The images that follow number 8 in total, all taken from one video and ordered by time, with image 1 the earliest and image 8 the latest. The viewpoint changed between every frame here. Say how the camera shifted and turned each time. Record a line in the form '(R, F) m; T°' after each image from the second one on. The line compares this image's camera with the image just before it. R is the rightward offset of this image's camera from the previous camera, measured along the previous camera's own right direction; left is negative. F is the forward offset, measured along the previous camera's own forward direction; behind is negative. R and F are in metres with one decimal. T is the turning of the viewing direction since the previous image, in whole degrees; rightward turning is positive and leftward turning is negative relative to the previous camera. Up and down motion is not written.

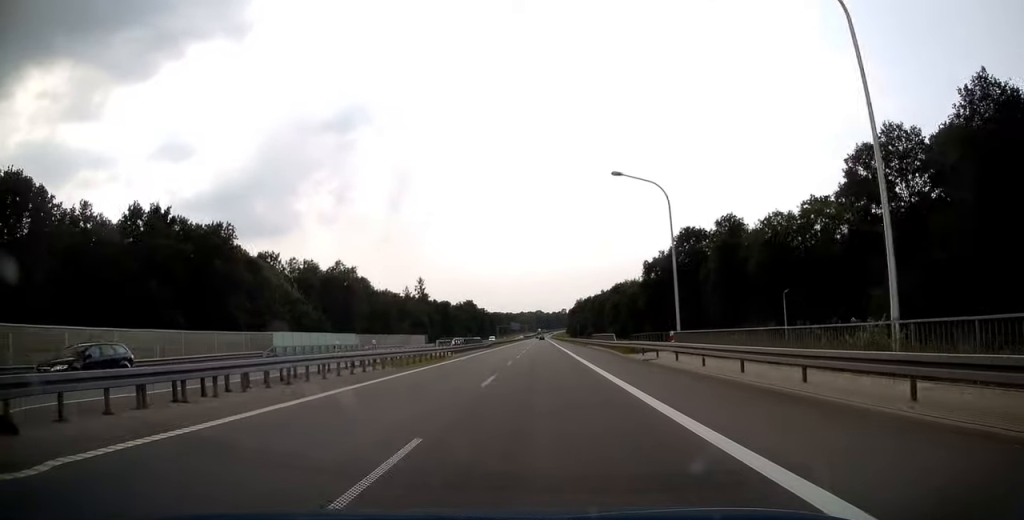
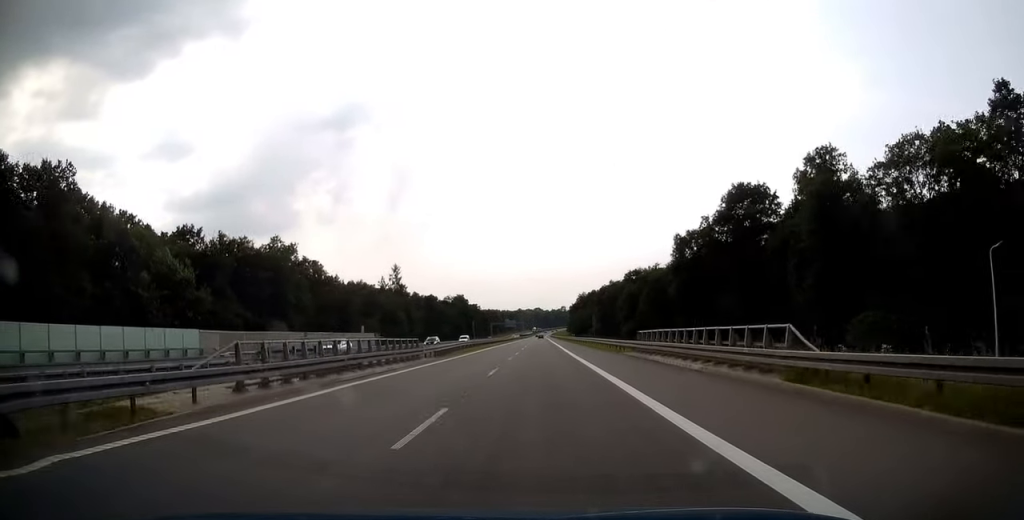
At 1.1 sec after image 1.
(+0.1, +32.8) m; 0°
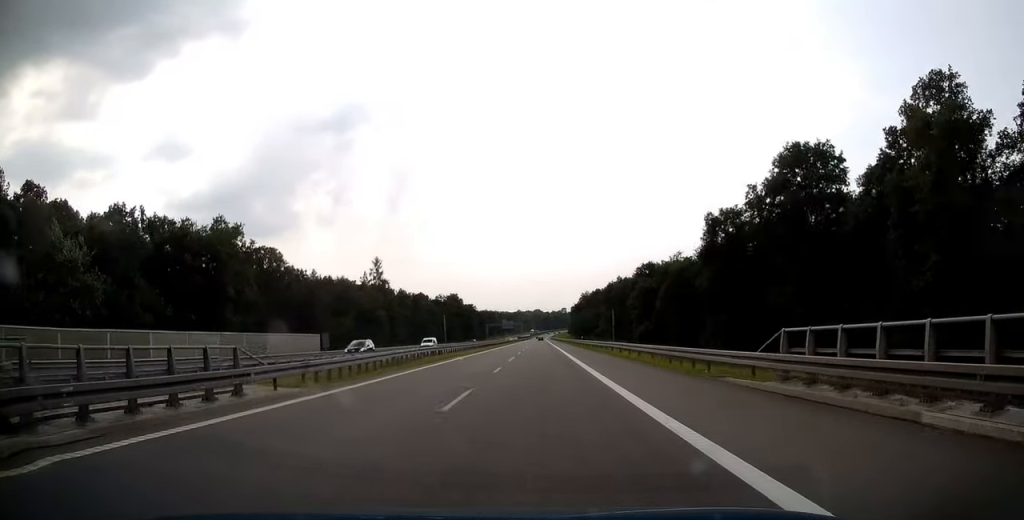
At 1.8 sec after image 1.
(+0.2, +19.8) m; 0°
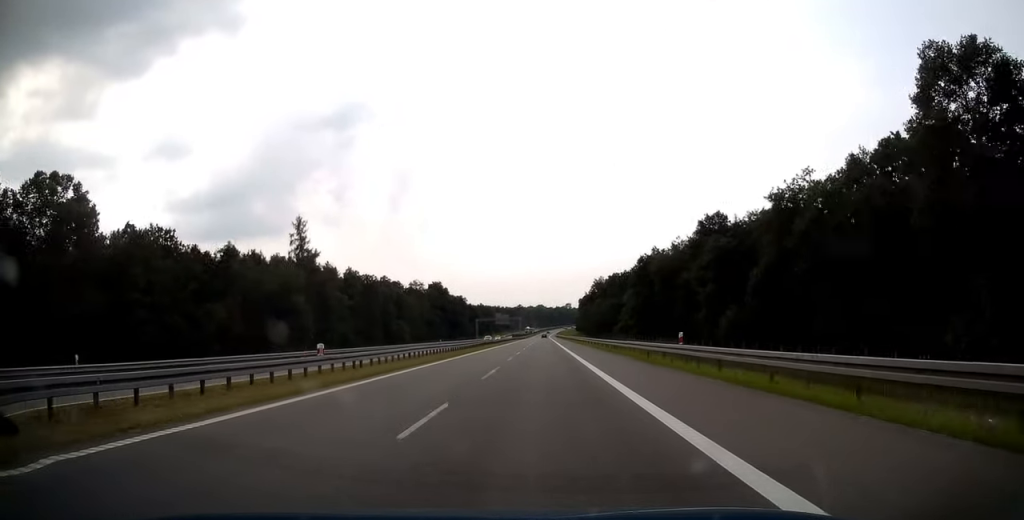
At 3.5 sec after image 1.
(-0.5, +51.1) m; -1°
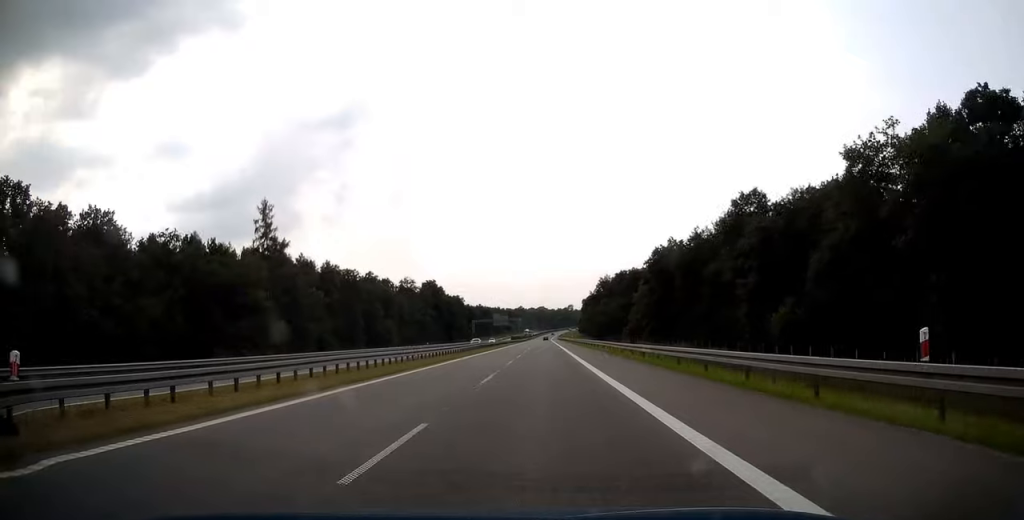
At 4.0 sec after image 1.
(0.0, +14.4) m; 0°
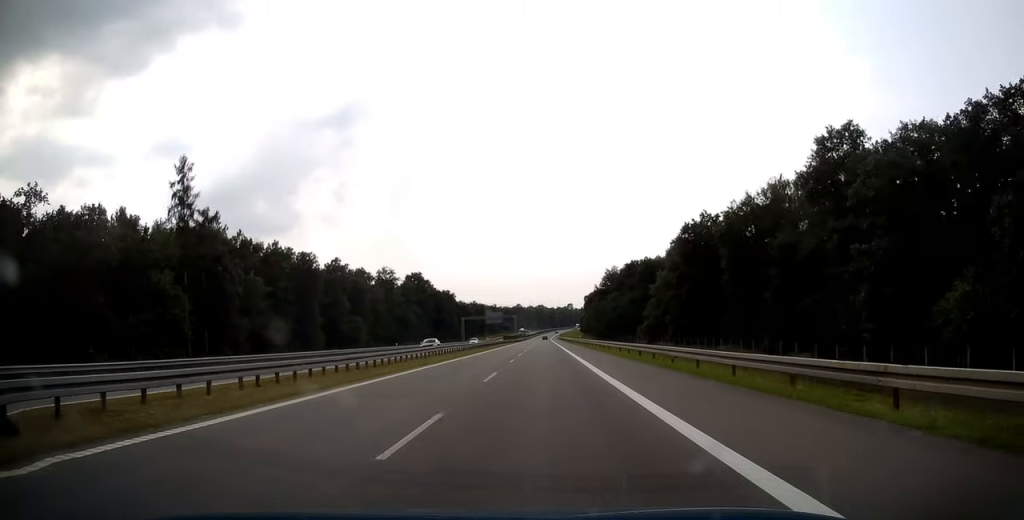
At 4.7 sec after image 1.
(-0.1, +22.8) m; 0°
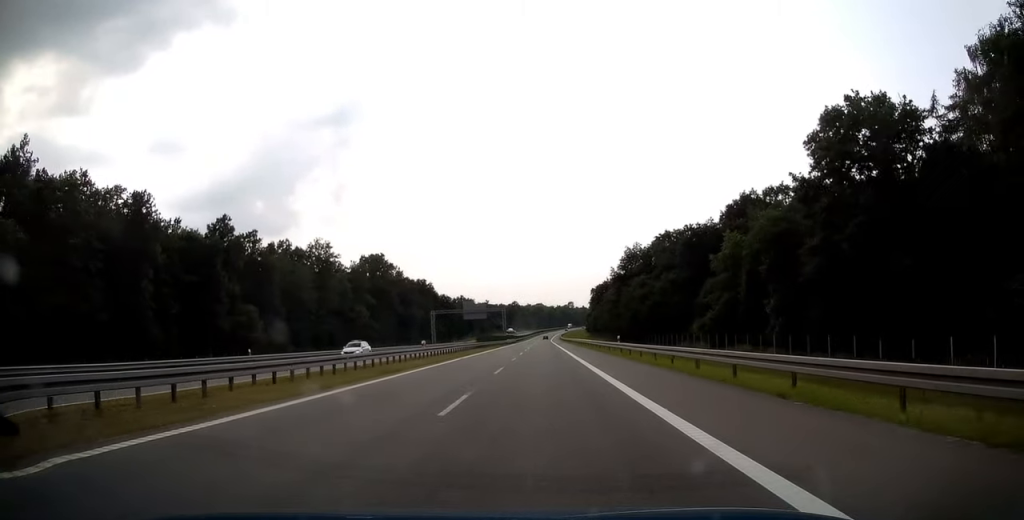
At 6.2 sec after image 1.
(+0.4, +44.1) m; 0°
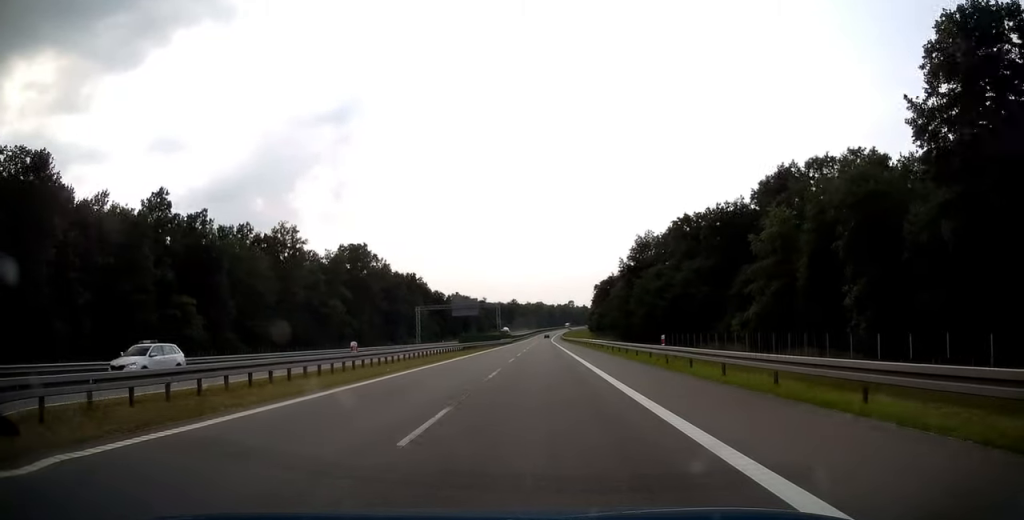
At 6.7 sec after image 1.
(-0.1, +14.9) m; 0°
